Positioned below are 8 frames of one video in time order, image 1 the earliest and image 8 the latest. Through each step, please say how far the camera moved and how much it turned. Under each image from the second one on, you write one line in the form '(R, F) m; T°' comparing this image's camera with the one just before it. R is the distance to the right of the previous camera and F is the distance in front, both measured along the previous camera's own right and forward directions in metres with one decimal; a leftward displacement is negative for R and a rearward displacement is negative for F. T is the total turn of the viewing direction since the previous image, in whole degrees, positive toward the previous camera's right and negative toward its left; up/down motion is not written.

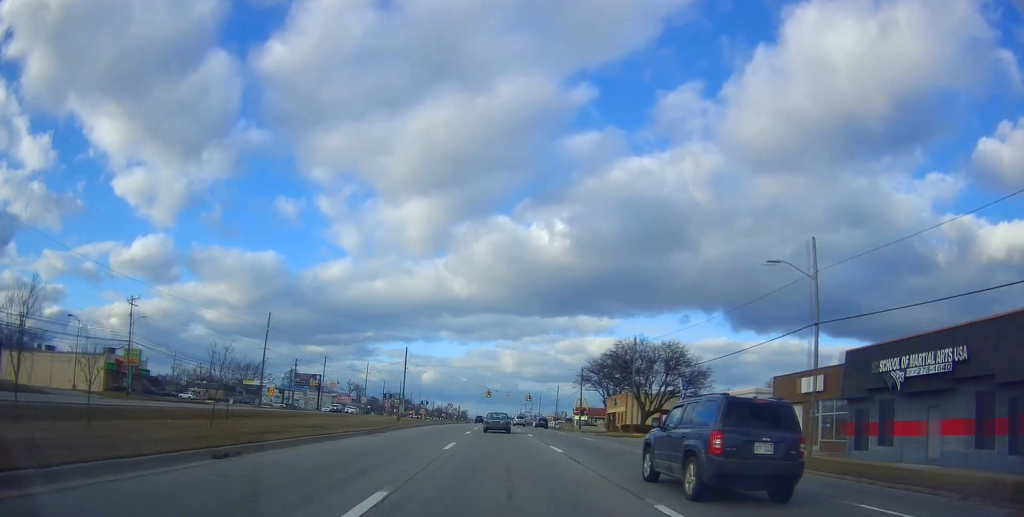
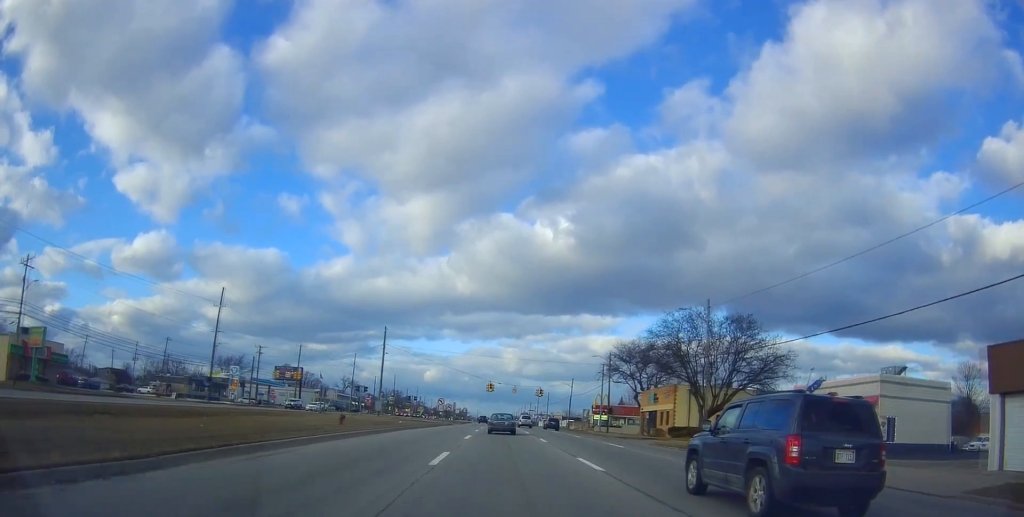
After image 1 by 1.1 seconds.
(+0.7, +22.5) m; +2°
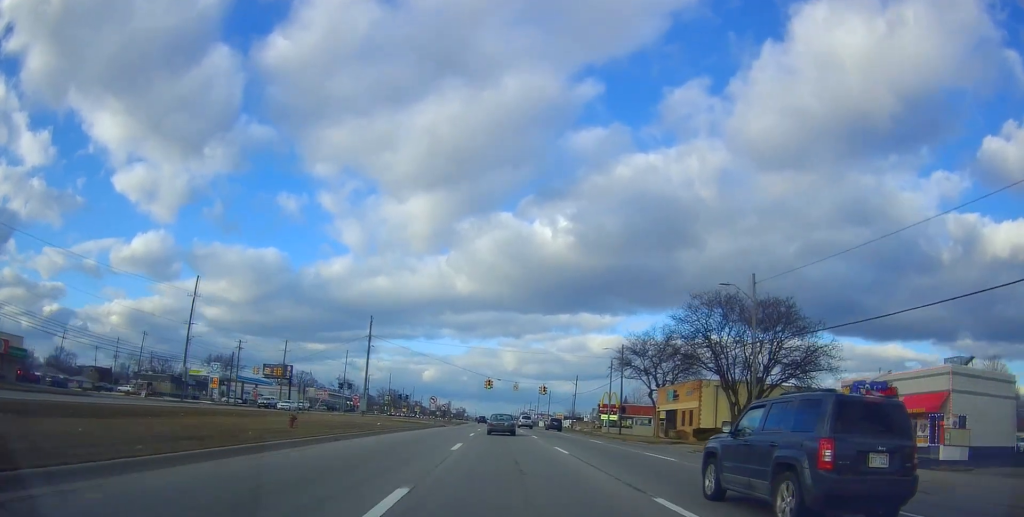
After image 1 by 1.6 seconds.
(0.0, +8.6) m; 0°
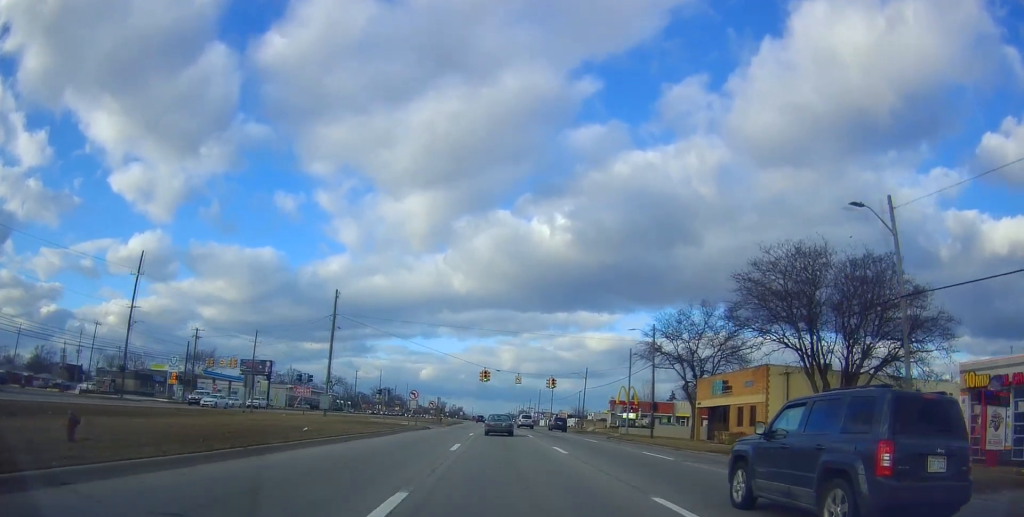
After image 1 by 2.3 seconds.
(-0.2, +15.3) m; -2°
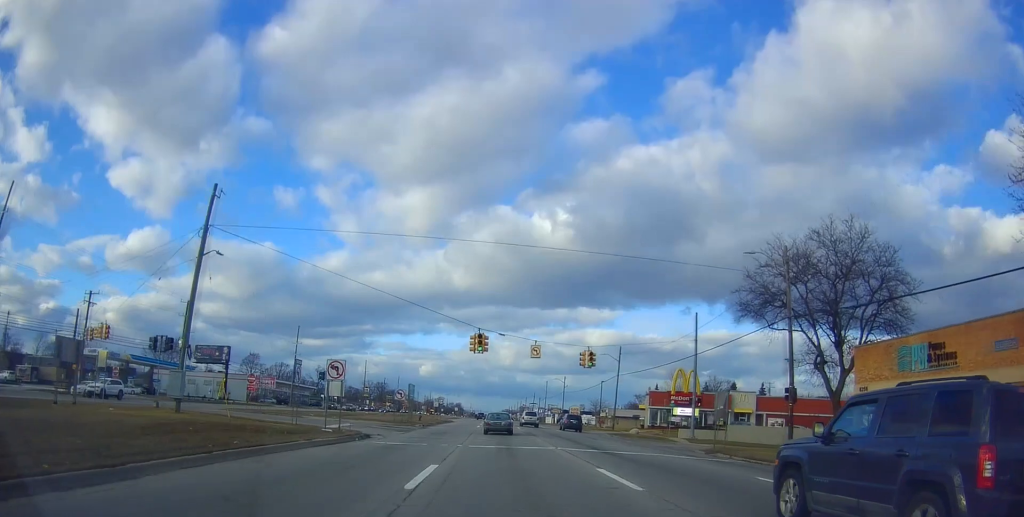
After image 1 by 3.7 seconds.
(-0.6, +27.3) m; -1°
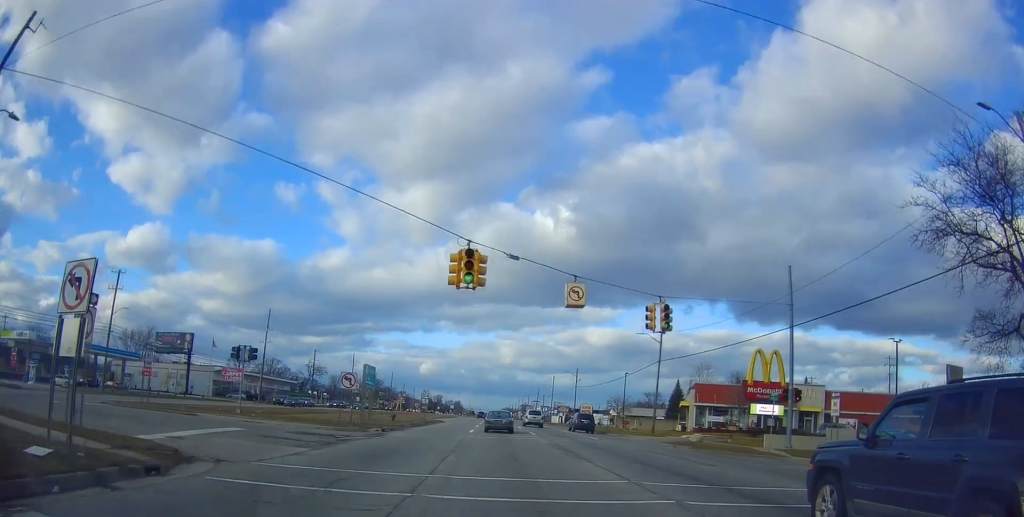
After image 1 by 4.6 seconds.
(+0.1, +18.6) m; +1°
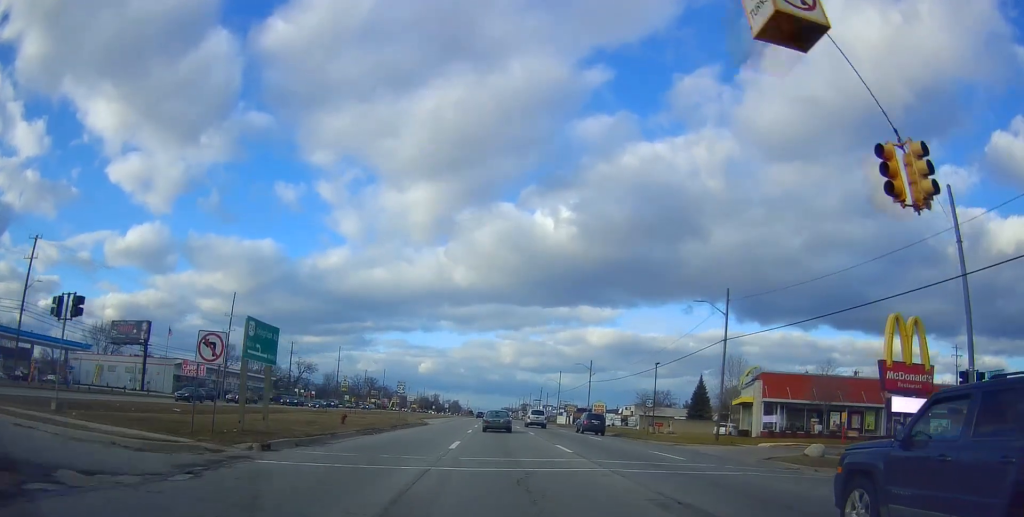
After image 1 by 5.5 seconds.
(+0.2, +16.6) m; 0°
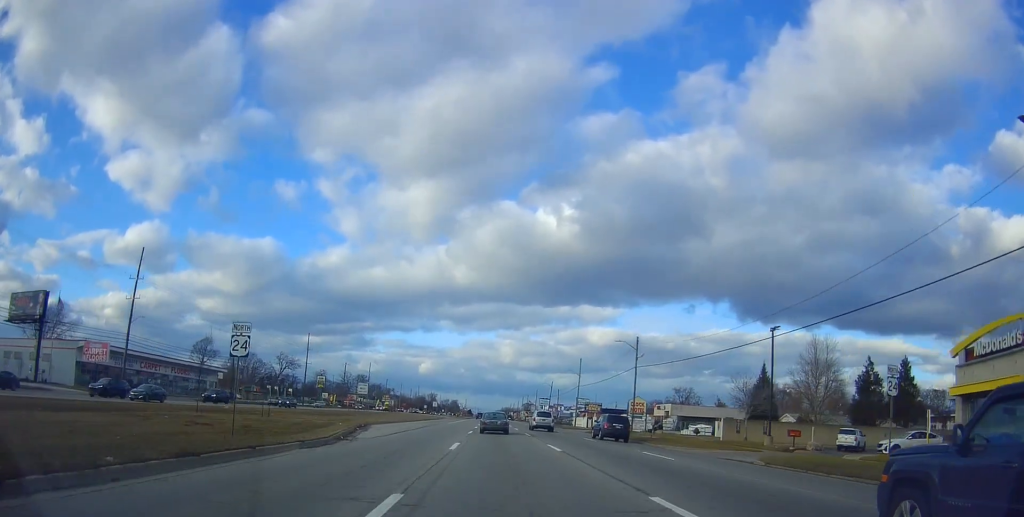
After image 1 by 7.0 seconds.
(+0.3, +30.0) m; +2°
